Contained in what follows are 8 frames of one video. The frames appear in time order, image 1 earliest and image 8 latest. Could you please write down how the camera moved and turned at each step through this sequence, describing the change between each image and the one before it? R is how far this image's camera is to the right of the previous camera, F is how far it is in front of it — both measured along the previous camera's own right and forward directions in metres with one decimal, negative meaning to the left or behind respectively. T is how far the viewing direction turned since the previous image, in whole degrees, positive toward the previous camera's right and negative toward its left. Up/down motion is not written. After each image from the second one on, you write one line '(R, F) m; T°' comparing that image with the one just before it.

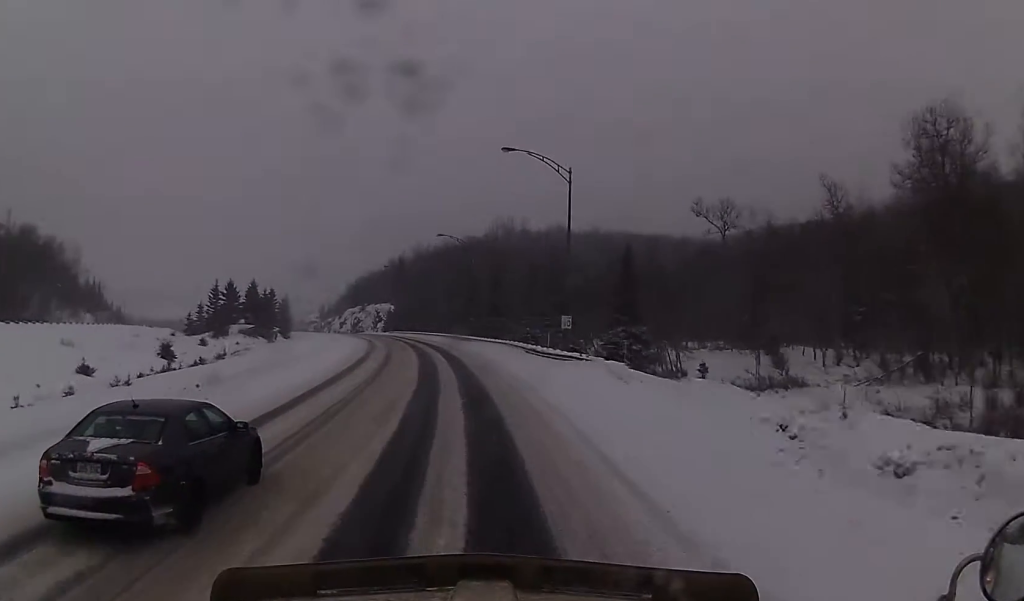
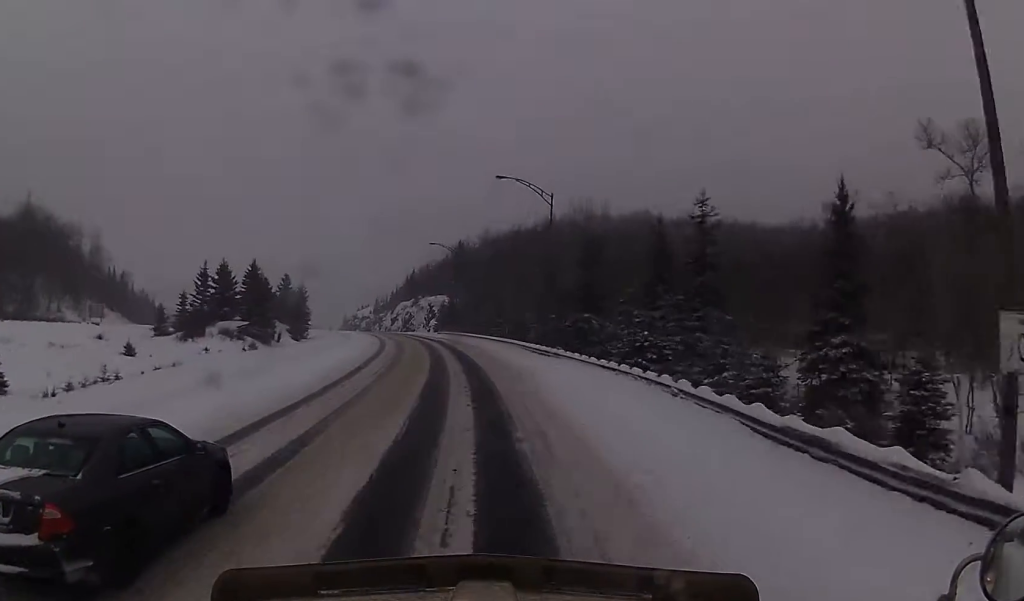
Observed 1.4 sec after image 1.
(-1.3, +35.1) m; -4°
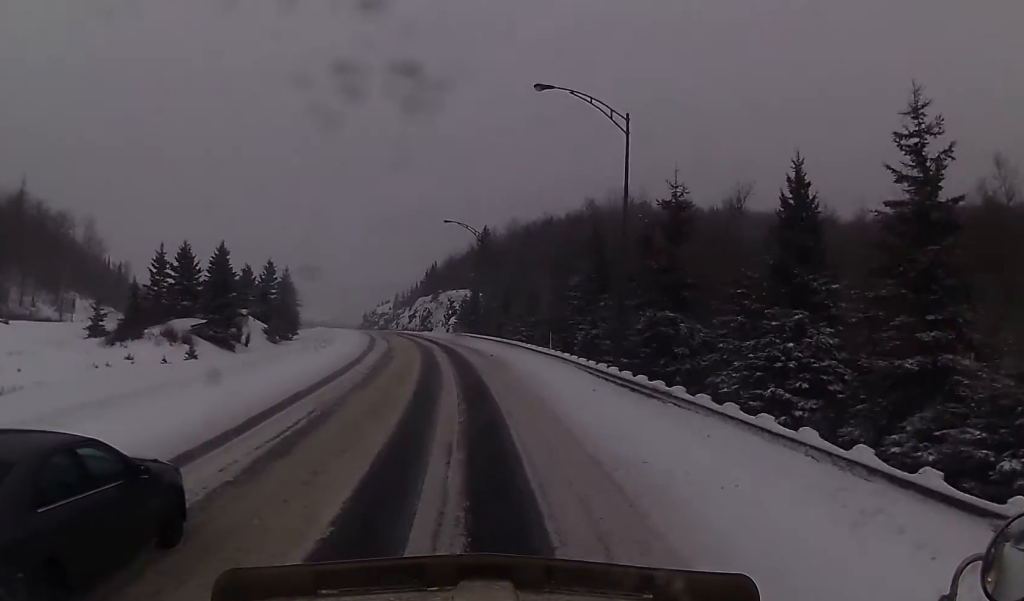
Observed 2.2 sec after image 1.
(-0.5, +21.7) m; -3°
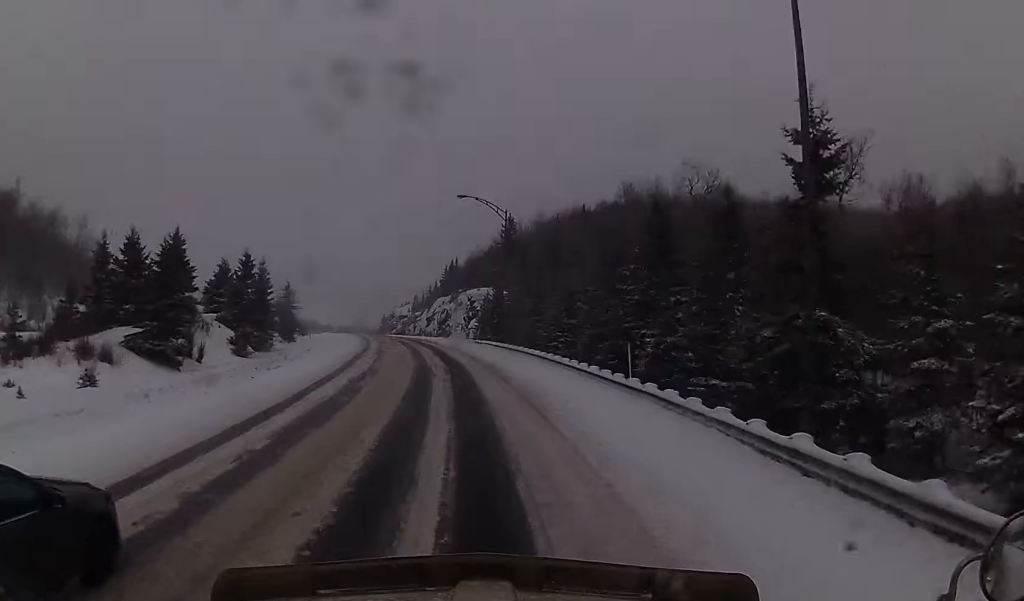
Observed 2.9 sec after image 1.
(-0.4, +17.5) m; -2°
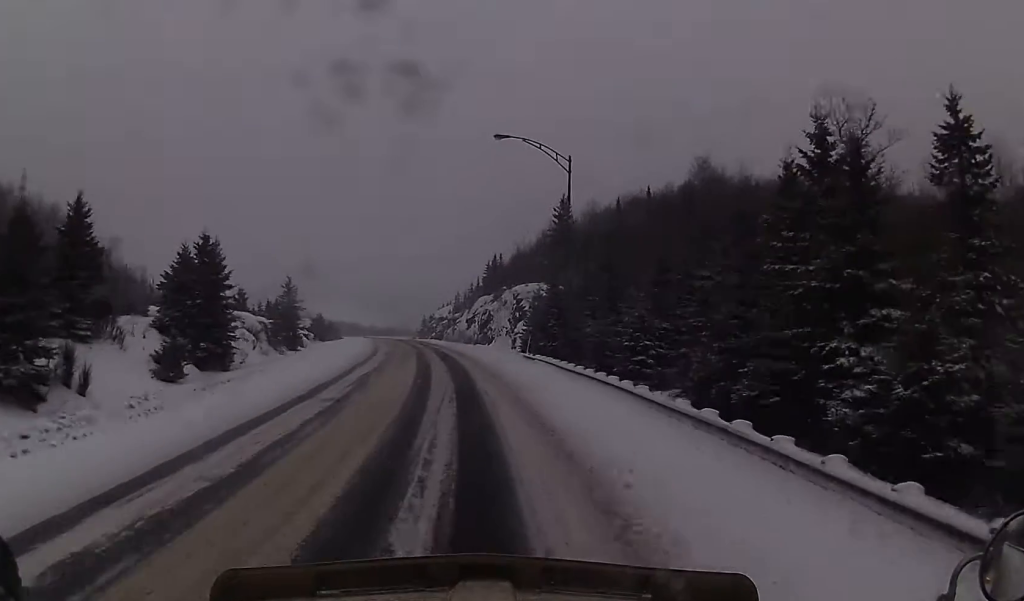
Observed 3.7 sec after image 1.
(-0.3, +22.2) m; -3°
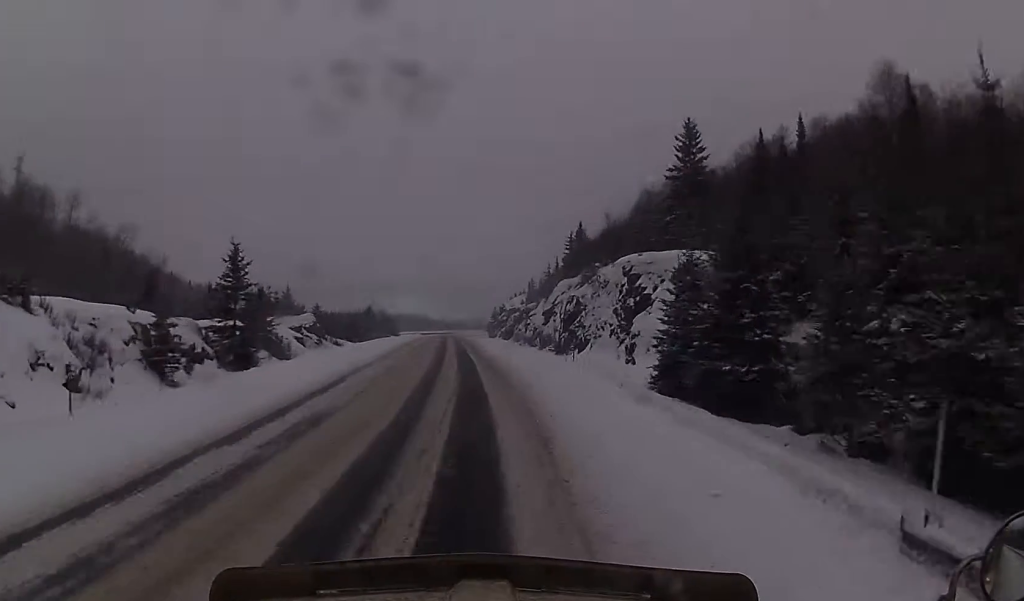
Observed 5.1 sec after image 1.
(-2.1, +38.4) m; -5°
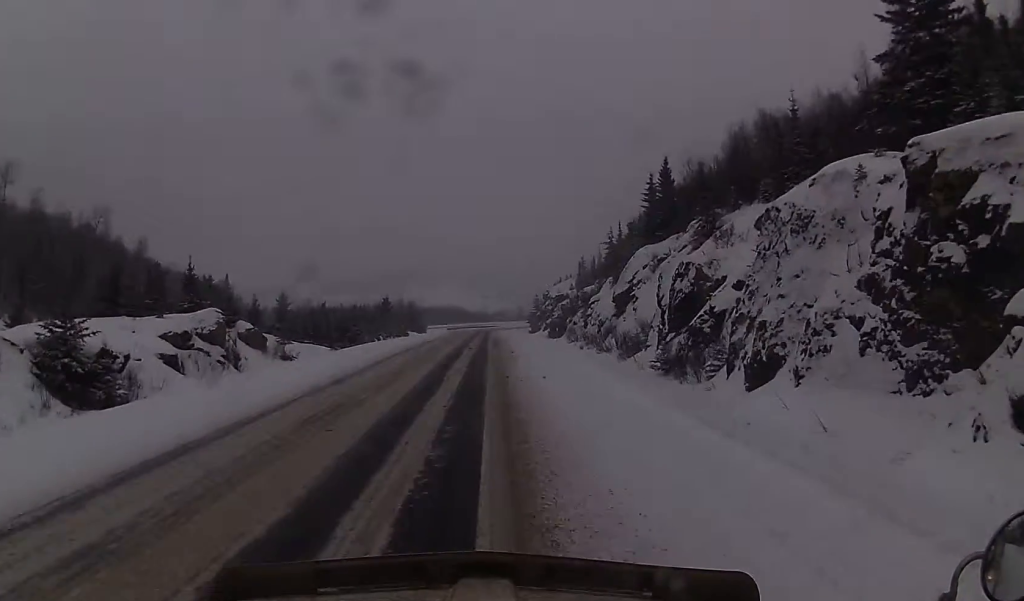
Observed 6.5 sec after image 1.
(-1.2, +37.1) m; -4°
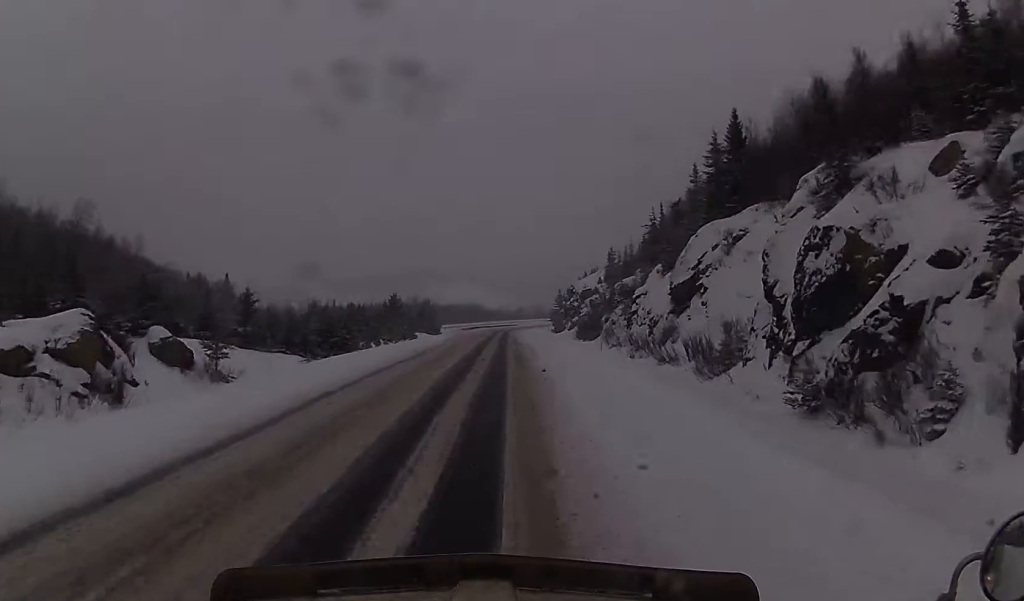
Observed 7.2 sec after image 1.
(-0.3, +18.0) m; -2°
